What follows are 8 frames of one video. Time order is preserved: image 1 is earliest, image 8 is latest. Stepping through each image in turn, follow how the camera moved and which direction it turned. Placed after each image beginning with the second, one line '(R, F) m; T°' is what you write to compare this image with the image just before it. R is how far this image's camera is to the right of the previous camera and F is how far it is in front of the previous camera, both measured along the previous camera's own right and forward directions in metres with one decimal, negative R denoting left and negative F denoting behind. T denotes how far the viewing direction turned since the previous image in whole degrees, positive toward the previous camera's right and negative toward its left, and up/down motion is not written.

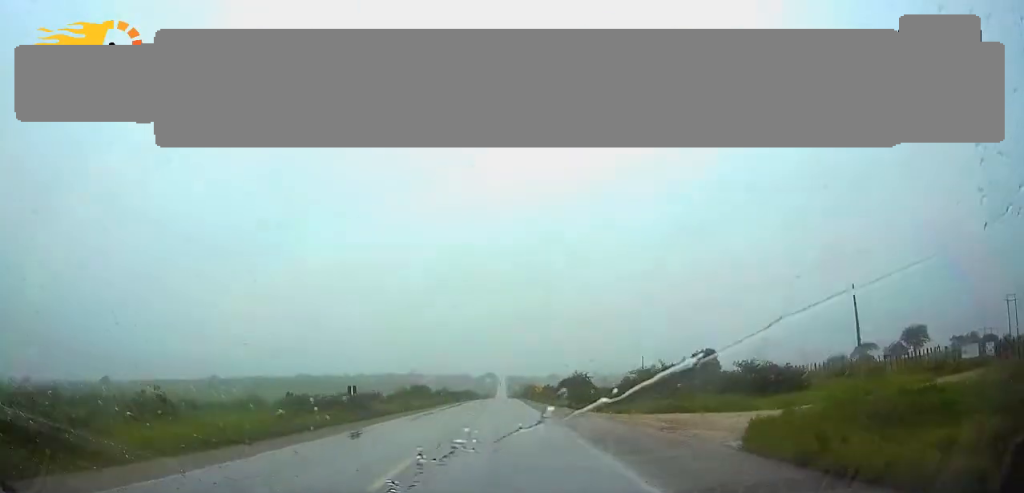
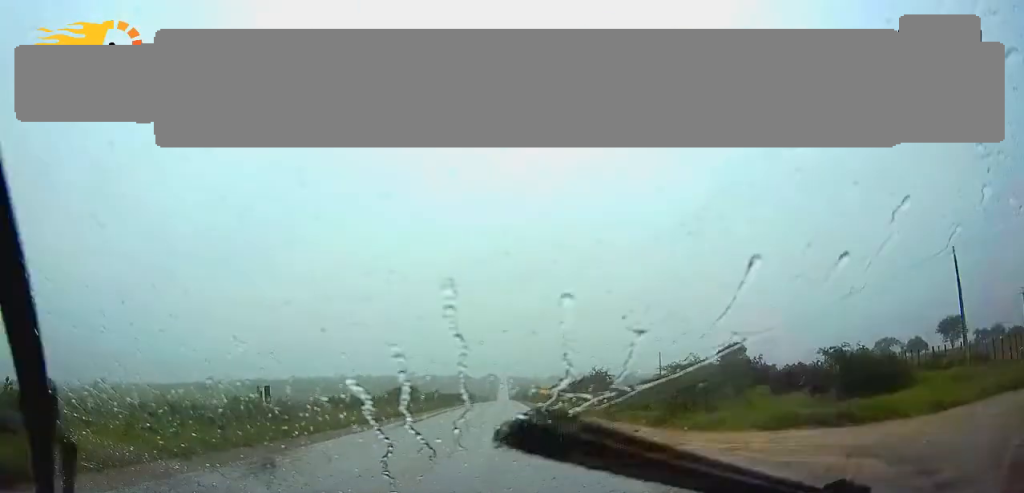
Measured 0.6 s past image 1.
(0.0, +16.6) m; 0°
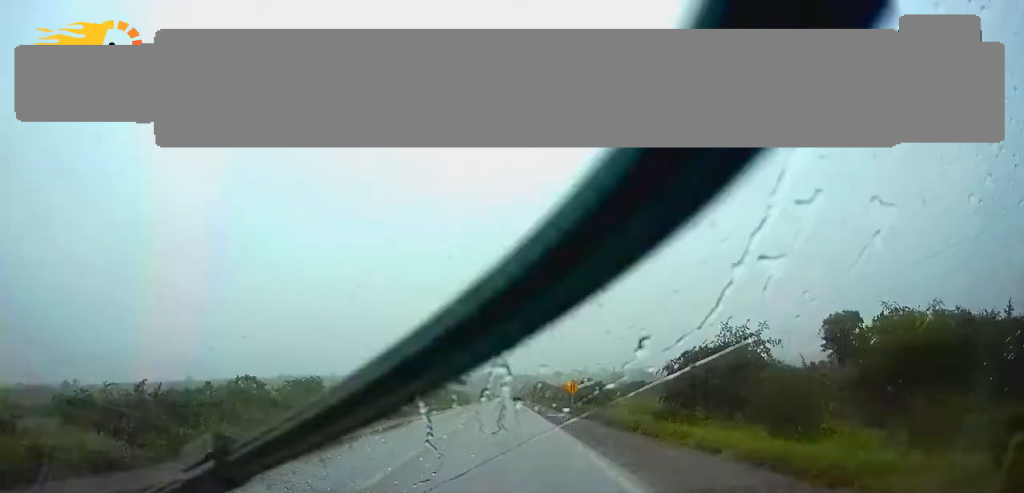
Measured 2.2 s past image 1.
(-0.2, +43.3) m; 0°
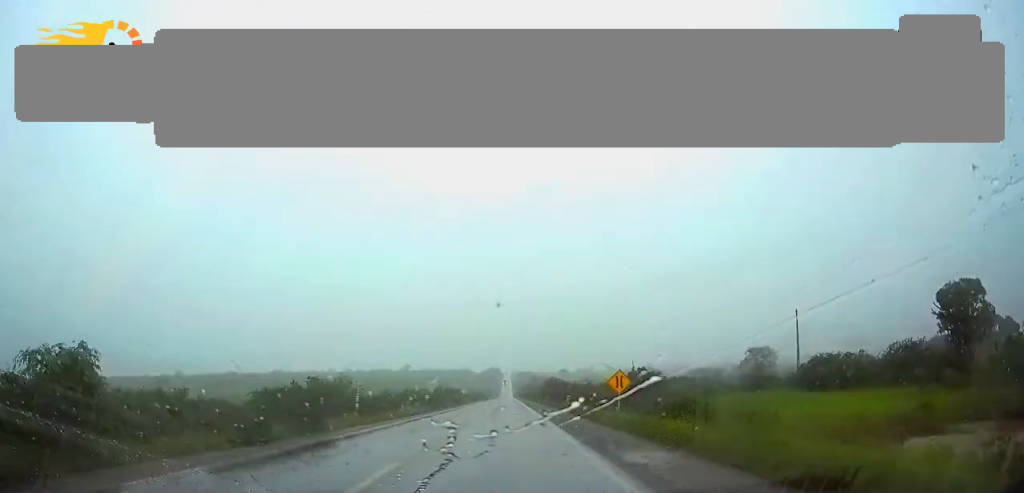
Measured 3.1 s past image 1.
(+0.1, +24.9) m; 0°
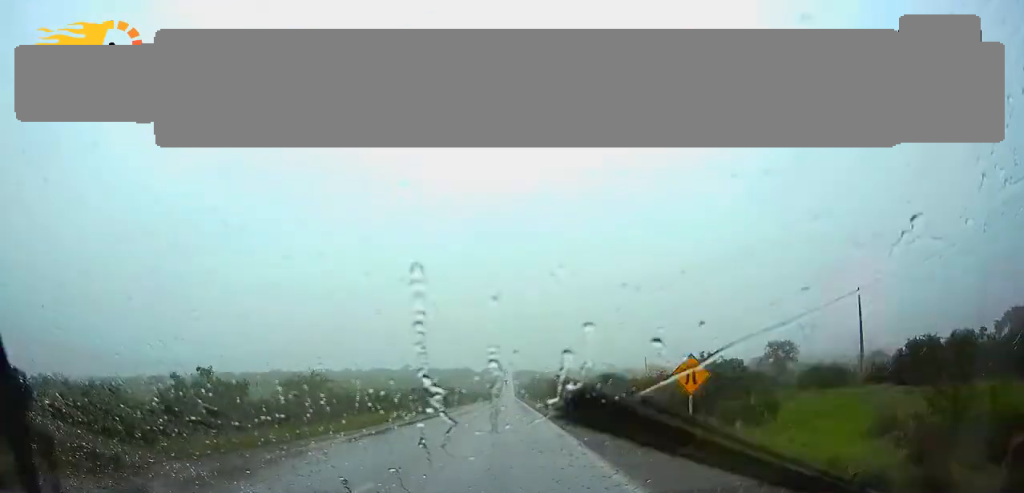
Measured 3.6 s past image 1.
(0.0, +14.8) m; 0°
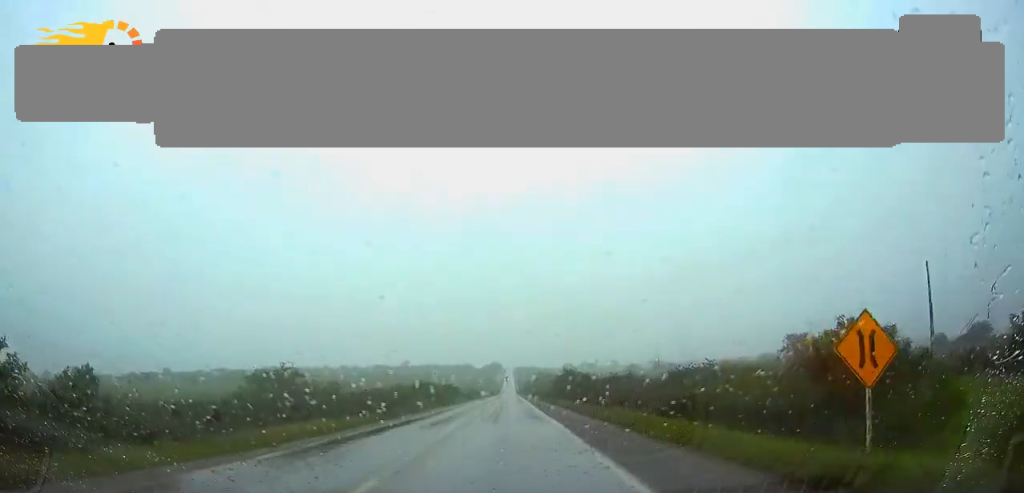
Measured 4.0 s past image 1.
(-0.1, +12.1) m; 0°
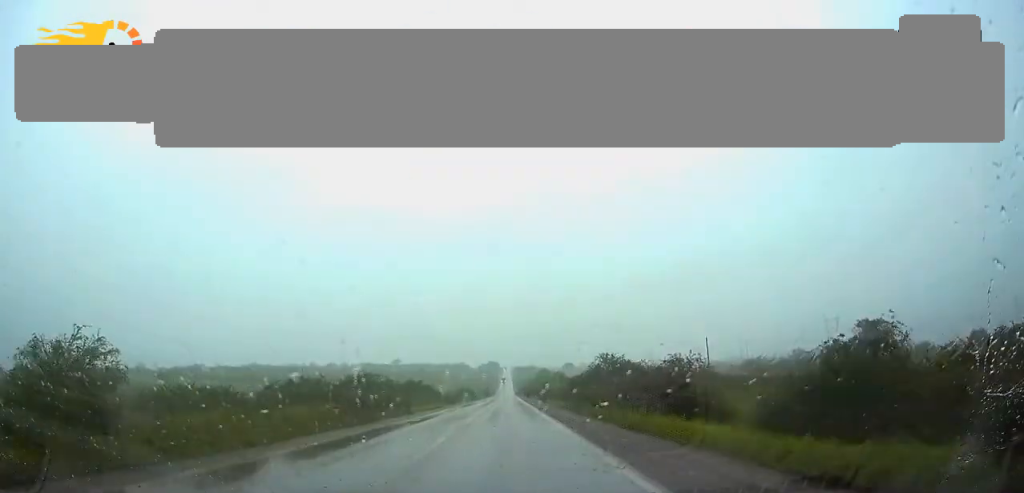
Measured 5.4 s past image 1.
(0.0, +38.1) m; 0°
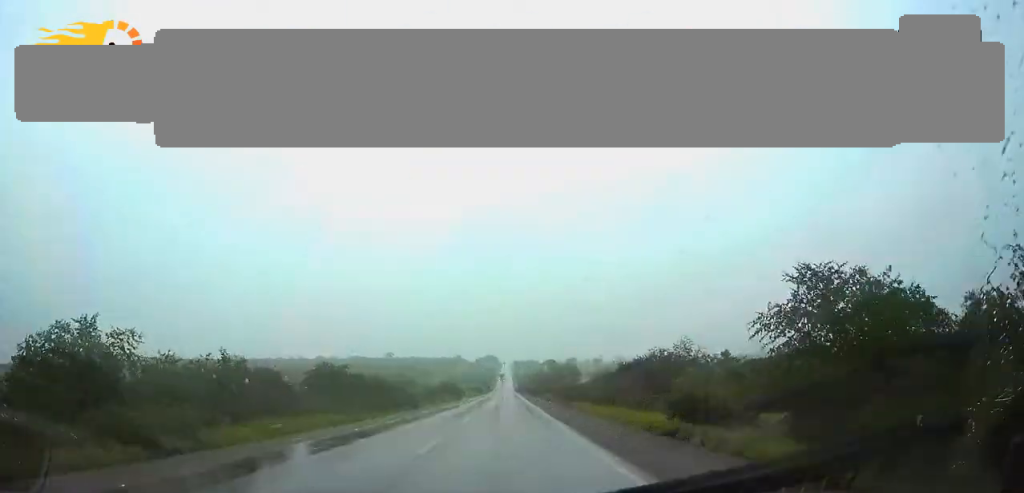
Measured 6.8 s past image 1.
(0.0, +38.3) m; 0°
